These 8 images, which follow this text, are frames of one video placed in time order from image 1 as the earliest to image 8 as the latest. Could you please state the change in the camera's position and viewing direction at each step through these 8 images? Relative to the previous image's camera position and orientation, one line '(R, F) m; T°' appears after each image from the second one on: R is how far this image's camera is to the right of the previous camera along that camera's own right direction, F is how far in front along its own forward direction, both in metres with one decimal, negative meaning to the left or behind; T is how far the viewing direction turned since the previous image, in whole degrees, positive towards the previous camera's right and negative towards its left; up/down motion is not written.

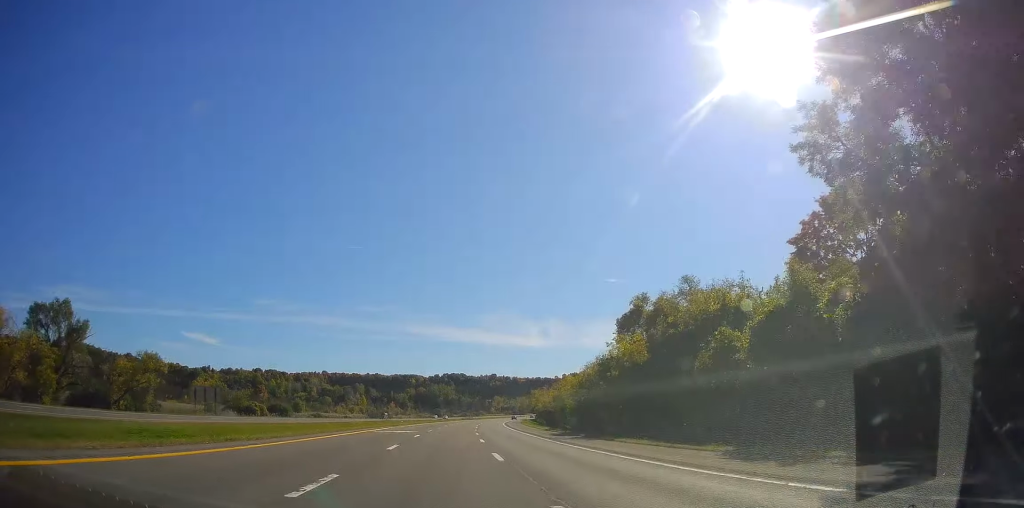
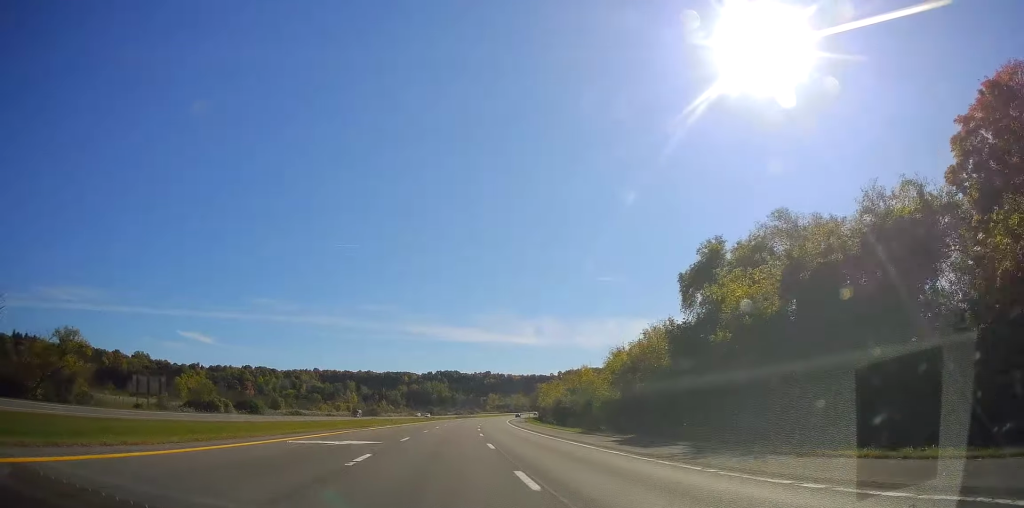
(+0.1, +19.4) m; 0°
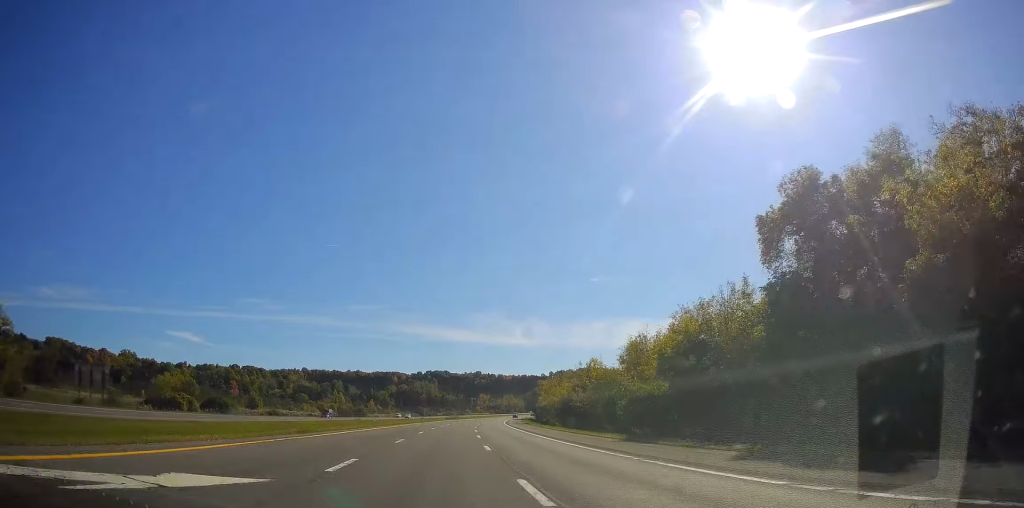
(0.0, +13.6) m; 0°
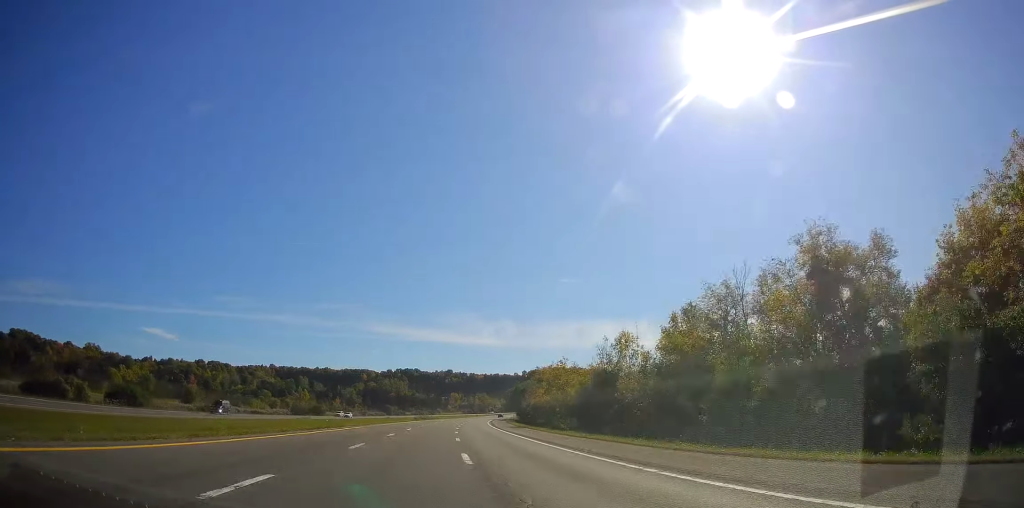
(+0.1, +29.2) m; +1°
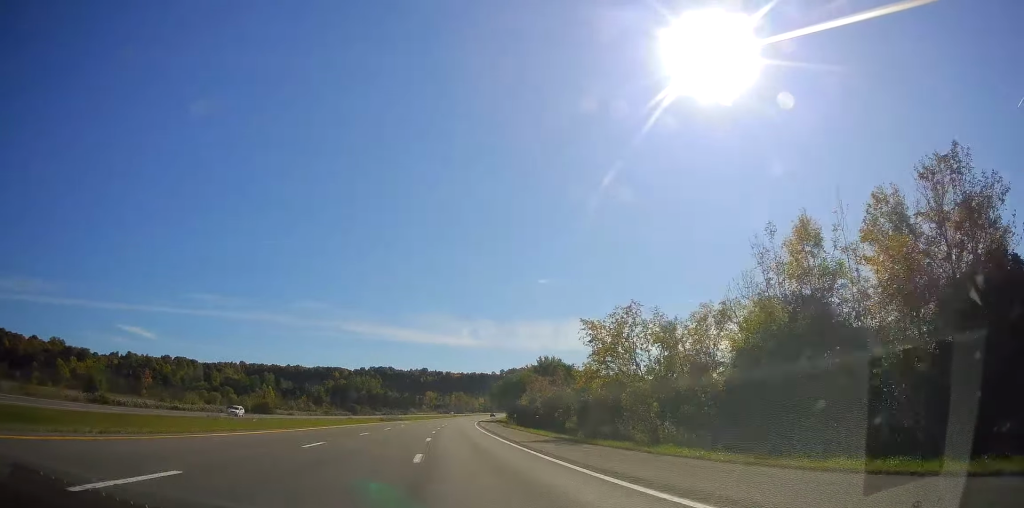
(+0.8, +37.4) m; +3°
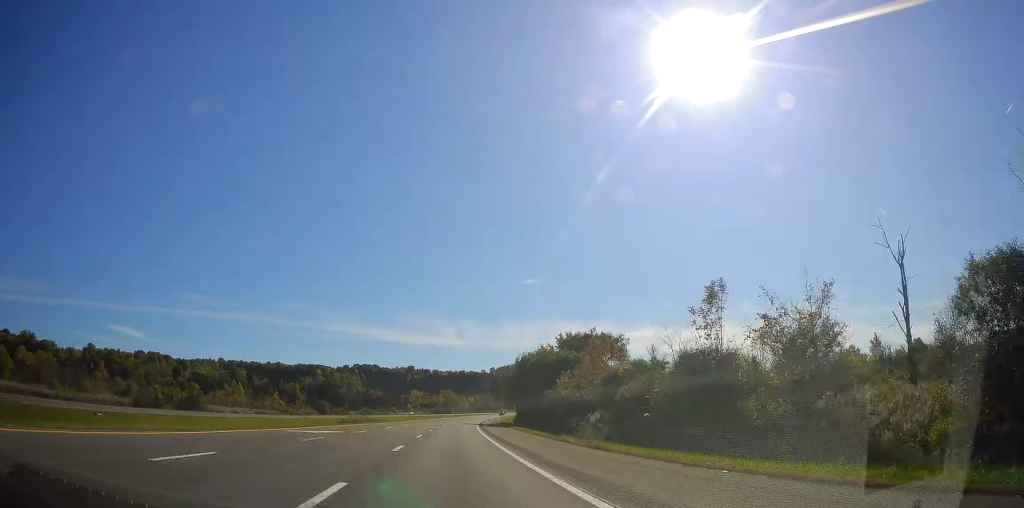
(+1.2, +45.5) m; +3°
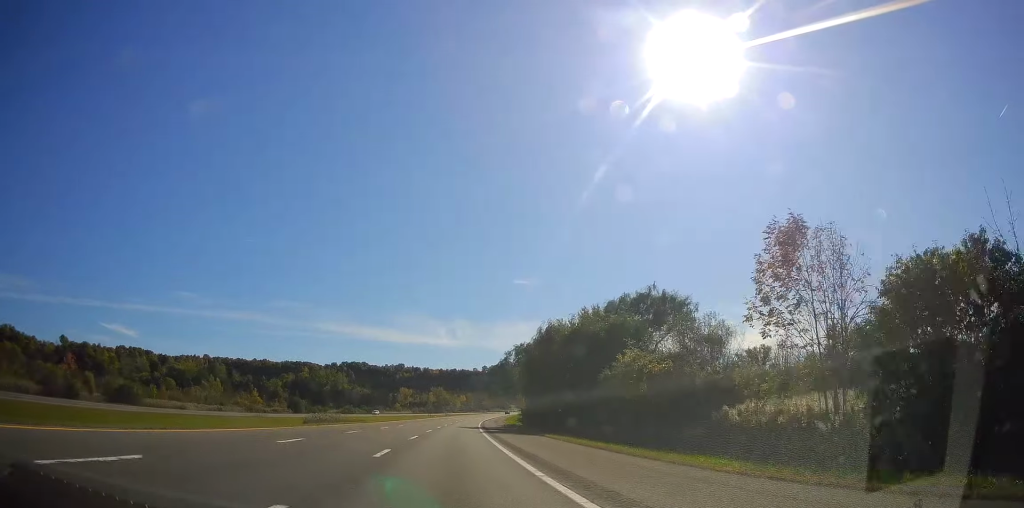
(+0.3, +27.8) m; +1°
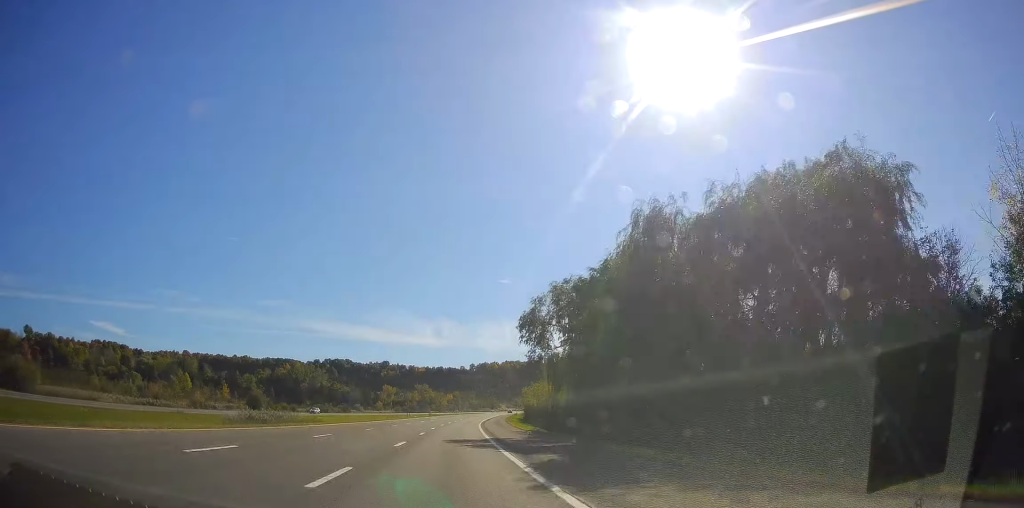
(+0.1, +31.6) m; +1°
